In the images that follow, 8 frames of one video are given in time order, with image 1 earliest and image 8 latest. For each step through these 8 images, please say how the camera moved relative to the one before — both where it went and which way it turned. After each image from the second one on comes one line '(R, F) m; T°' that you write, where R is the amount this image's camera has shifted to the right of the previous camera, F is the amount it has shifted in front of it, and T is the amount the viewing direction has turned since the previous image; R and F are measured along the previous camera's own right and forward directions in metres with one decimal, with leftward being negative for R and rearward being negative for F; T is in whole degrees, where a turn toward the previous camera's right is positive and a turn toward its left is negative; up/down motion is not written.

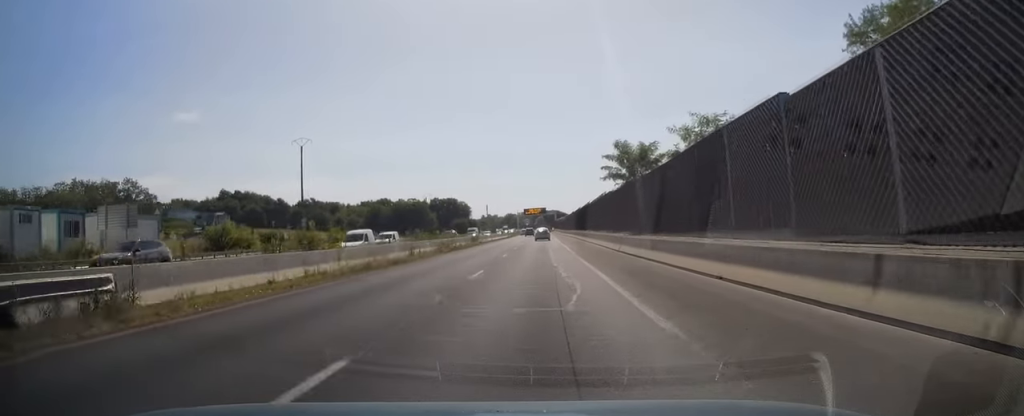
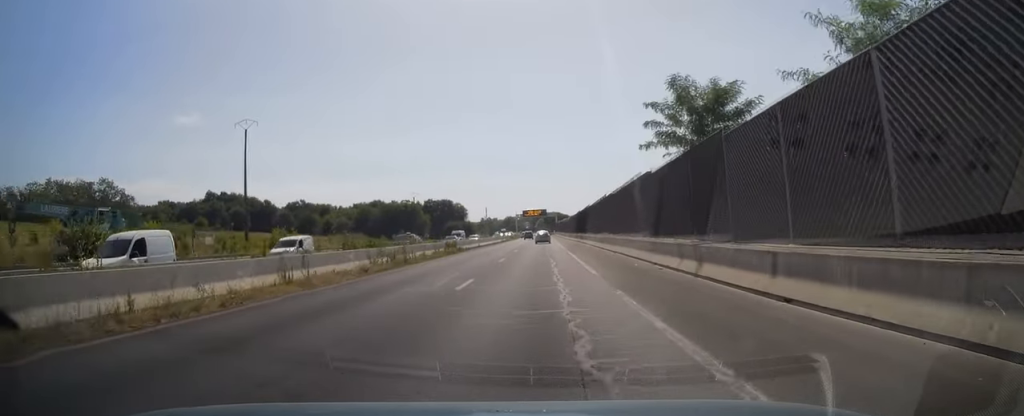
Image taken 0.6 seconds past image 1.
(-0.3, +16.0) m; 0°
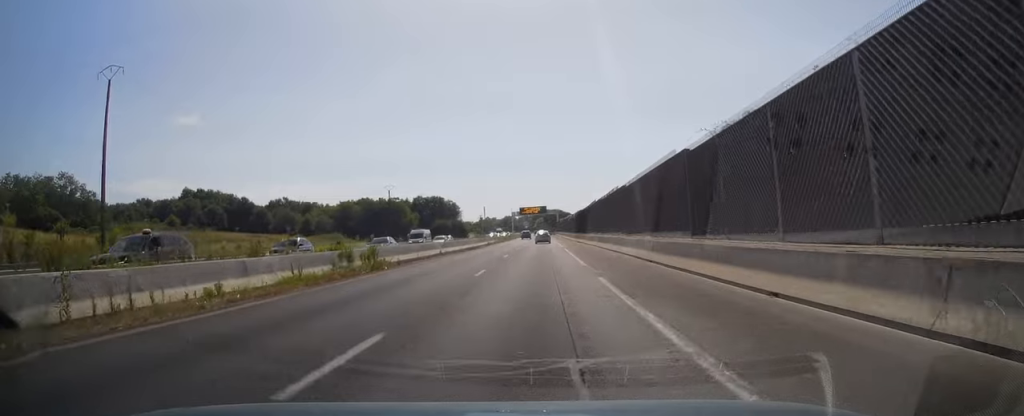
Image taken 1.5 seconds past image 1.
(+0.2, +23.6) m; +1°
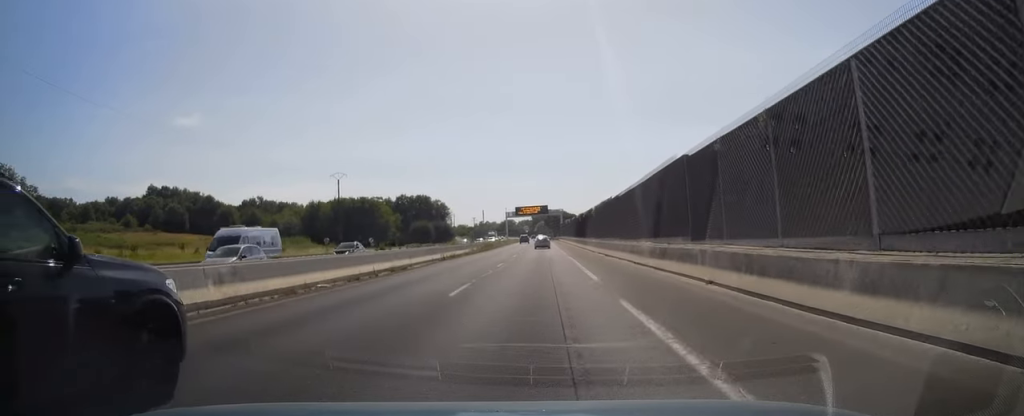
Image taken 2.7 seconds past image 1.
(+0.2, +32.0) m; -1°
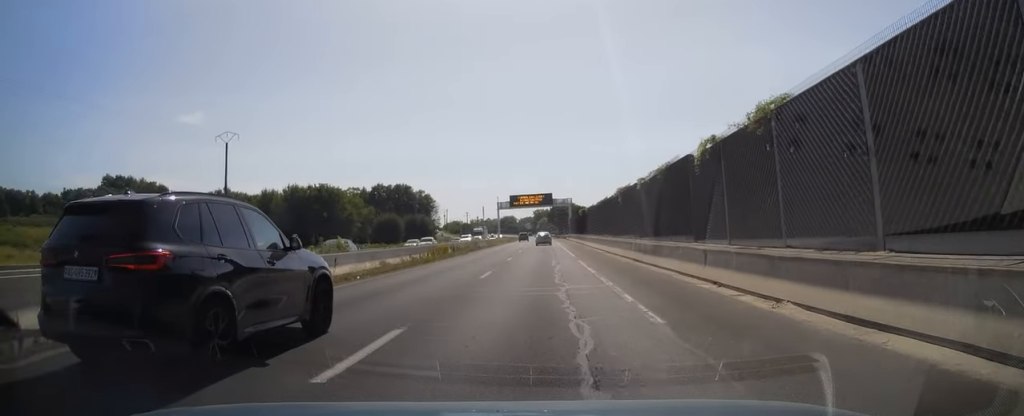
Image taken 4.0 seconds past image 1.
(-0.4, +35.7) m; 0°
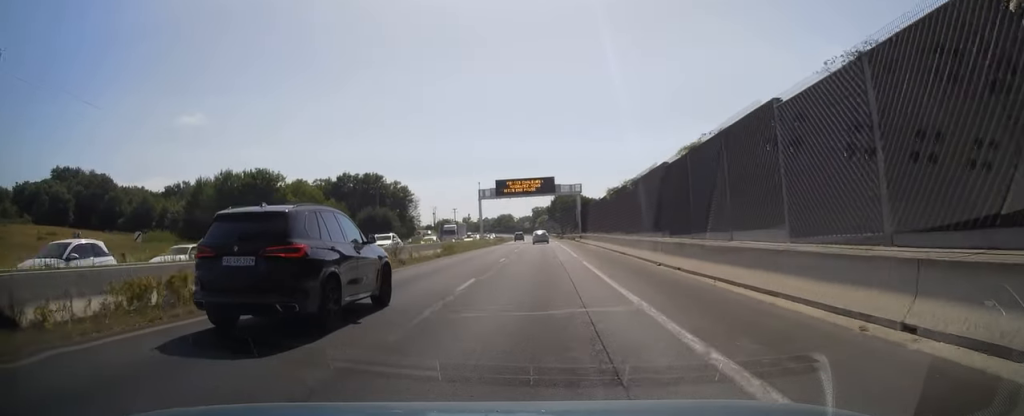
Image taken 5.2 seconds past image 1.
(+0.1, +32.1) m; 0°
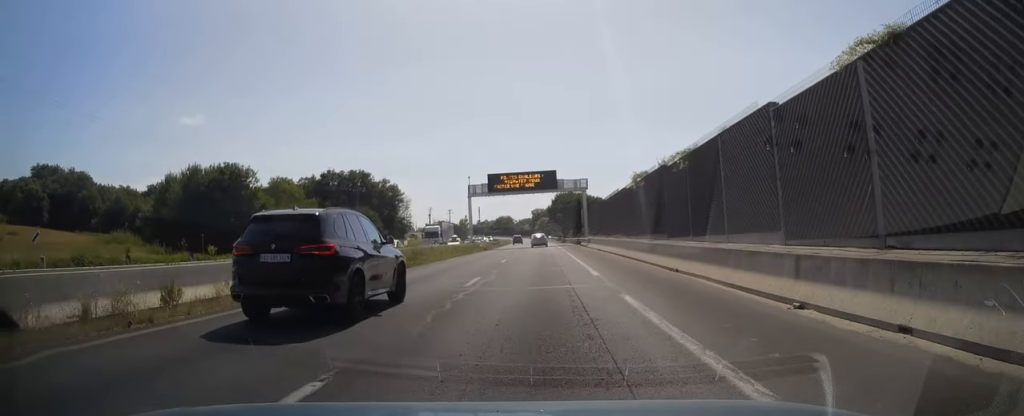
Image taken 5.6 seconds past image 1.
(-0.2, +11.8) m; 0°
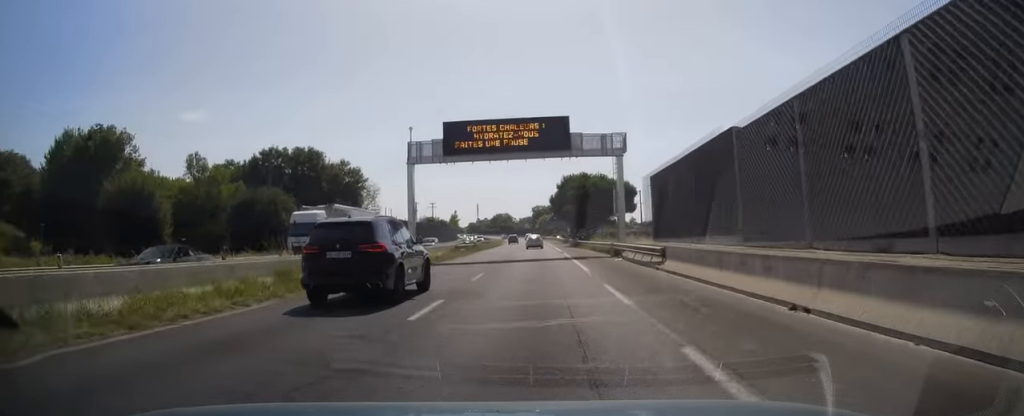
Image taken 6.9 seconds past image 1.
(+0.3, +33.4) m; 0°
